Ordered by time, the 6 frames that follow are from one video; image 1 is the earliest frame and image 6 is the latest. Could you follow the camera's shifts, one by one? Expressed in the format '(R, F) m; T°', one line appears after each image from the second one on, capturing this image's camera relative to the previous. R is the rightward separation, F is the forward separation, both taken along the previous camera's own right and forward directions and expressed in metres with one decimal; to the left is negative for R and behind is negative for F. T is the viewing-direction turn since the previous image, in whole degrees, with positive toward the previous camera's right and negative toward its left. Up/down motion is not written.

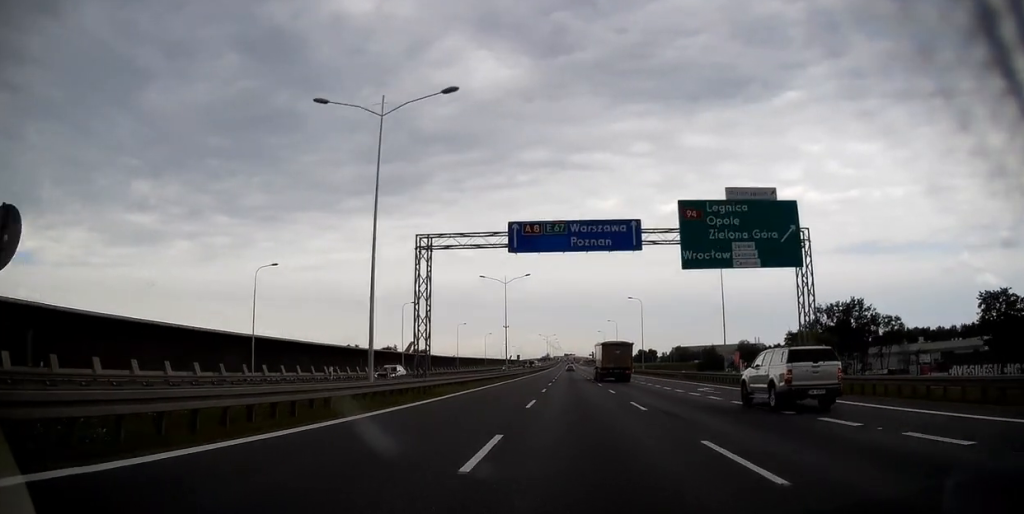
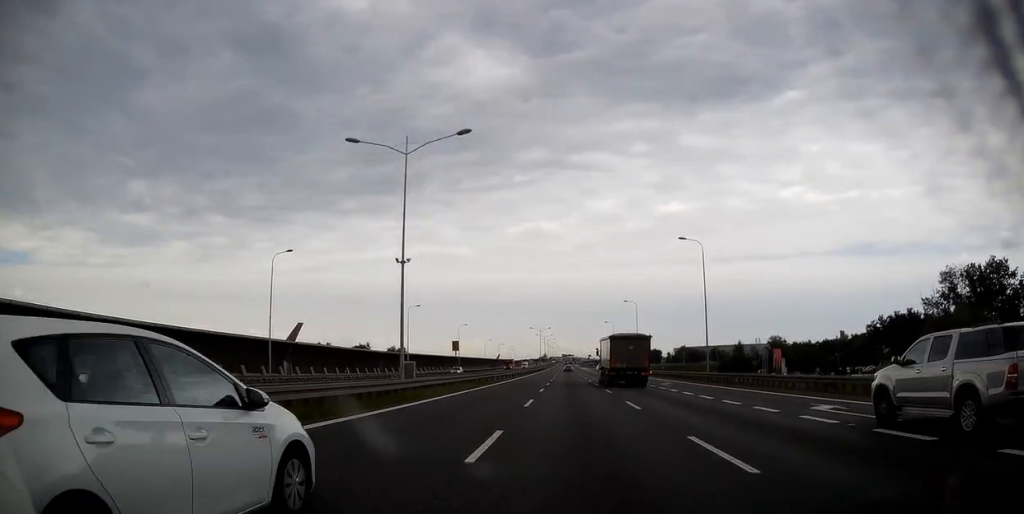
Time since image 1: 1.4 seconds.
(0.0, +47.2) m; 0°
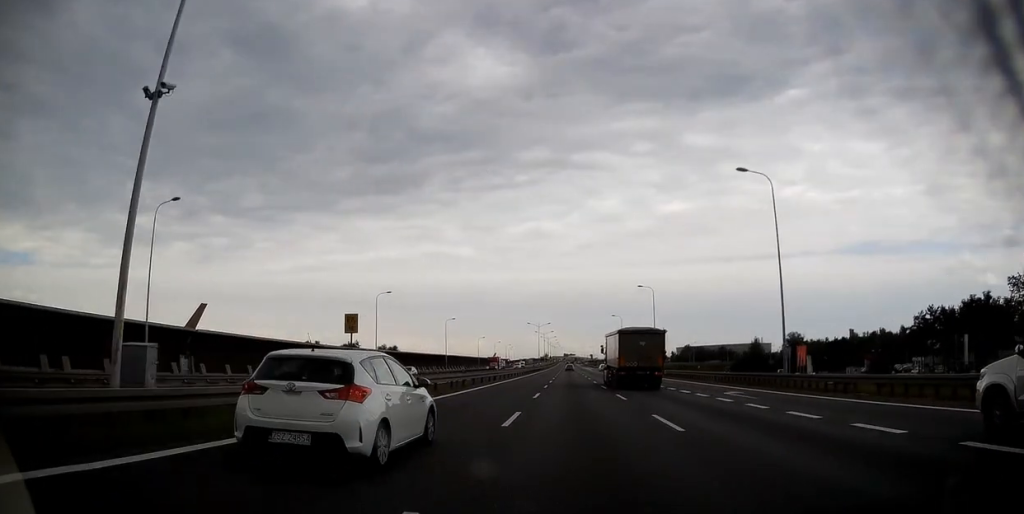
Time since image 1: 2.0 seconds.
(0.0, +19.1) m; 0°
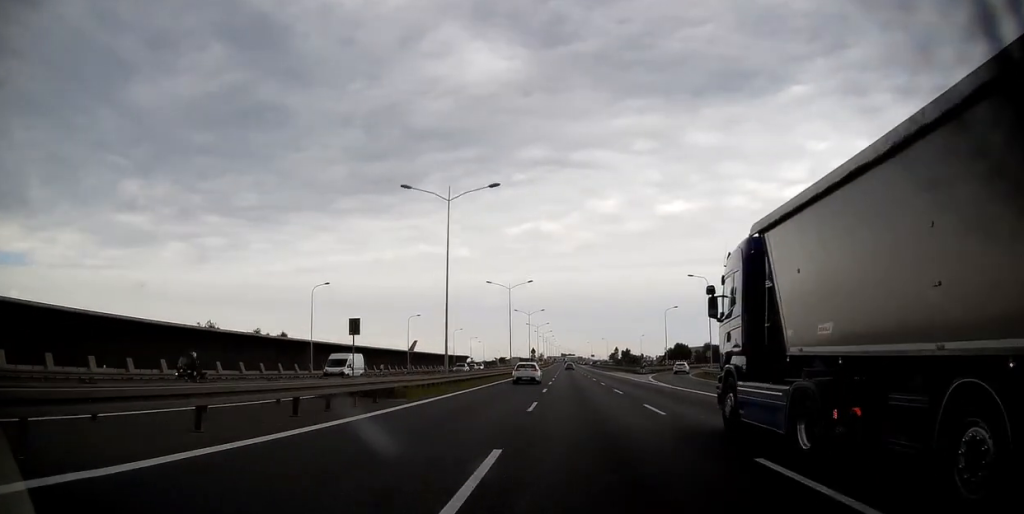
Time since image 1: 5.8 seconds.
(+0.1, +127.5) m; 0°
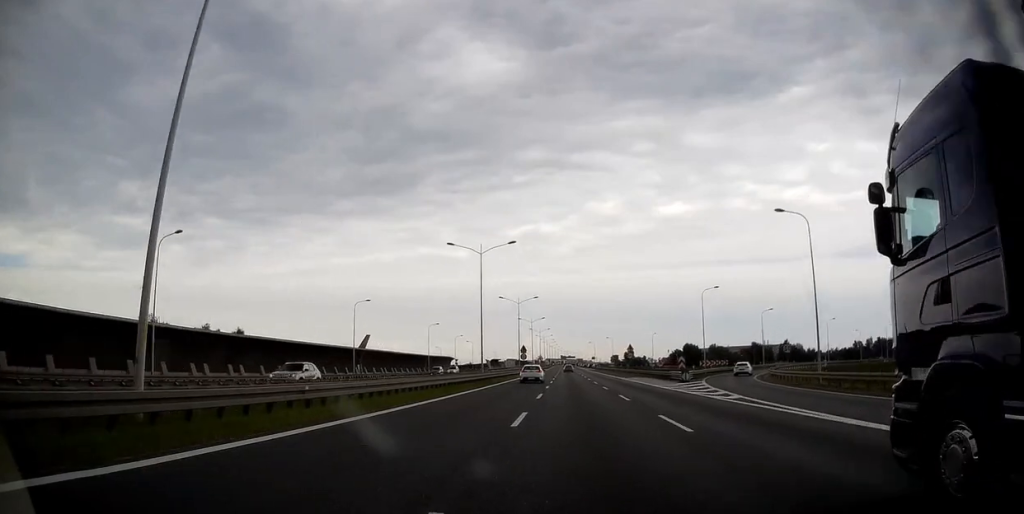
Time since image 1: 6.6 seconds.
(0.0, +27.9) m; 0°
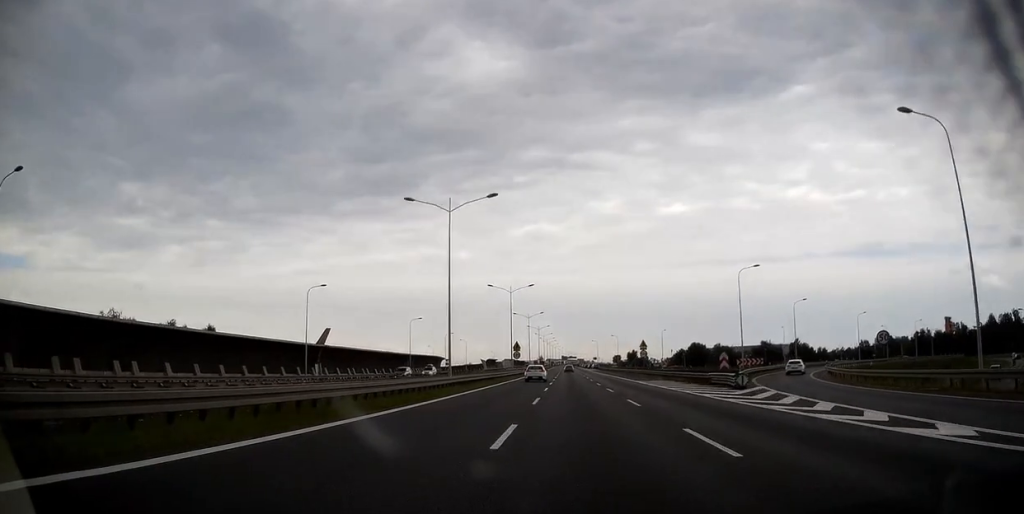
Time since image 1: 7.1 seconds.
(0.0, +15.6) m; 0°
